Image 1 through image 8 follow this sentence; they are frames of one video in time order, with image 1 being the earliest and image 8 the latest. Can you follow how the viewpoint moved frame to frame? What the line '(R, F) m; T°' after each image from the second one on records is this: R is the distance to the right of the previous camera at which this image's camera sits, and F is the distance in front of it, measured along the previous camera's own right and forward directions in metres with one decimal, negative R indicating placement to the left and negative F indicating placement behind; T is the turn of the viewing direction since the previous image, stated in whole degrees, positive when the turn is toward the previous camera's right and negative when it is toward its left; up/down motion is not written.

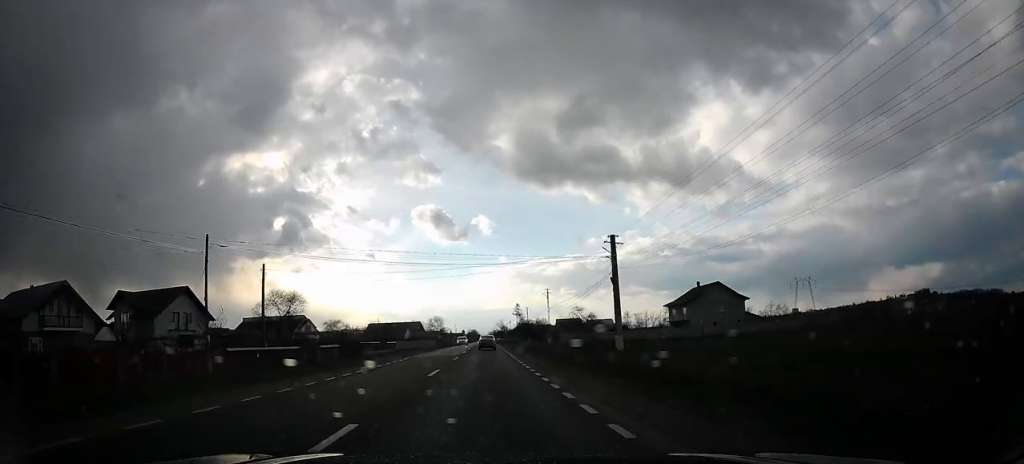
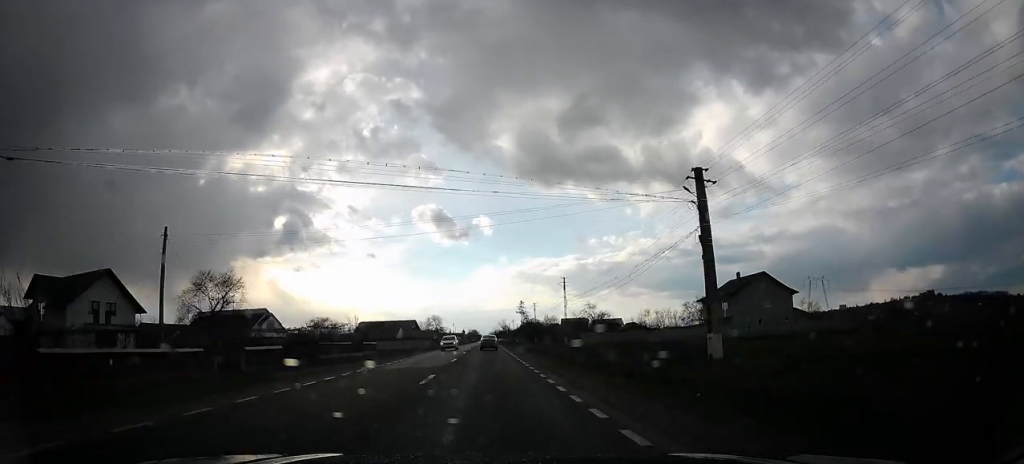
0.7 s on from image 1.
(+0.1, +14.7) m; -1°
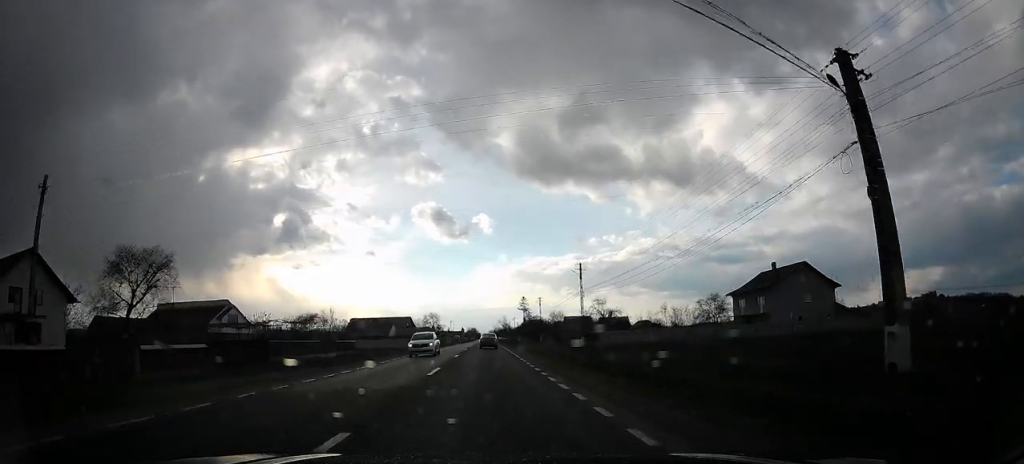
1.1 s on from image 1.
(0.0, +10.4) m; -1°
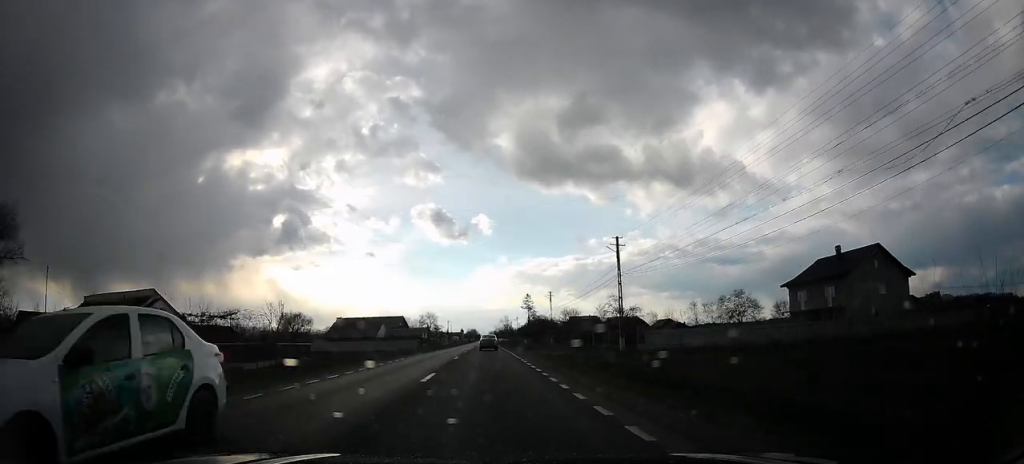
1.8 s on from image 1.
(-0.3, +14.1) m; -1°
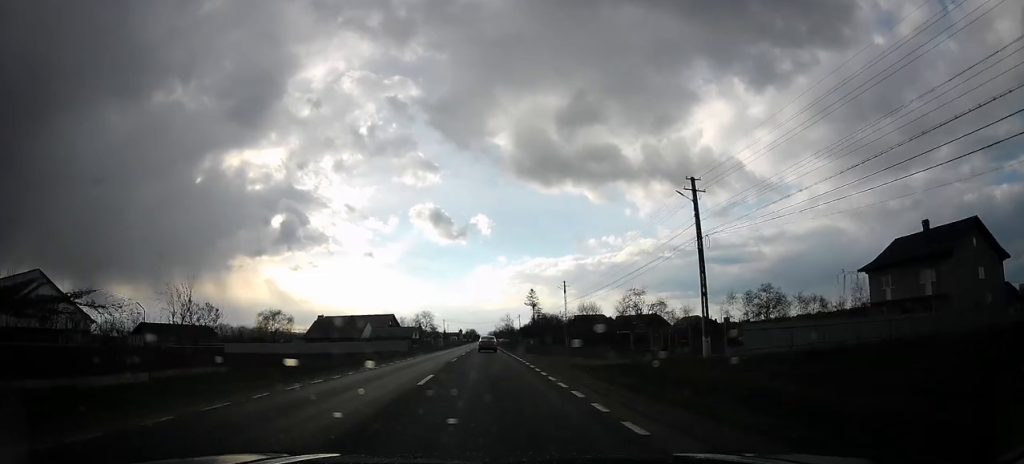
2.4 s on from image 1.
(0.0, +14.2) m; 0°
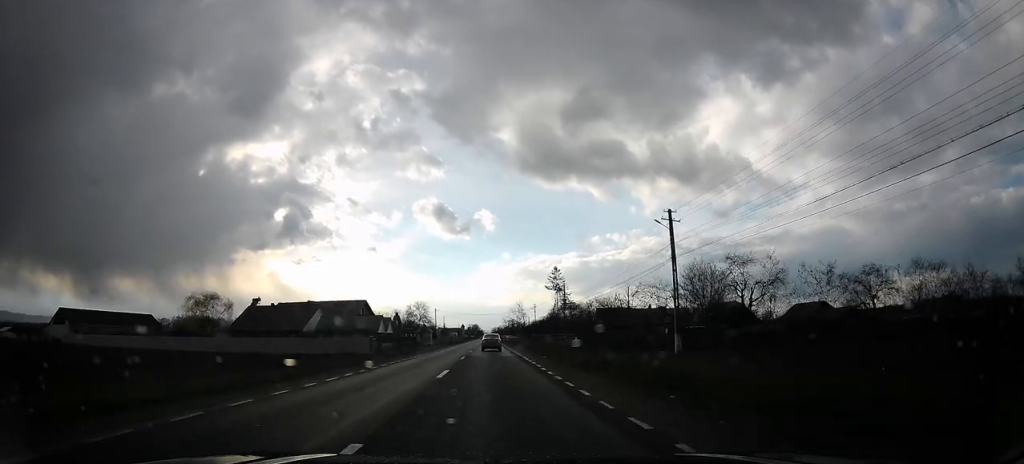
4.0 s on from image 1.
(-0.1, +34.9) m; 0°
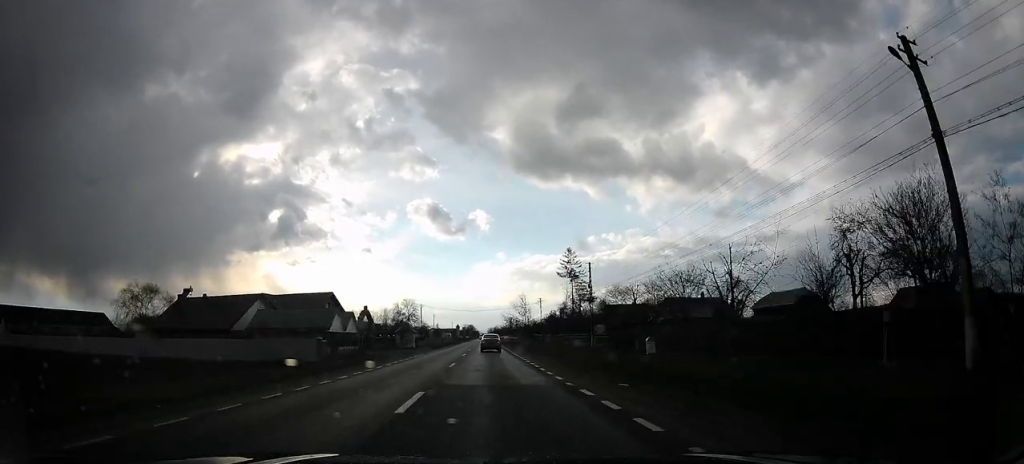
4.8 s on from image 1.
(+0.1, +19.1) m; +1°
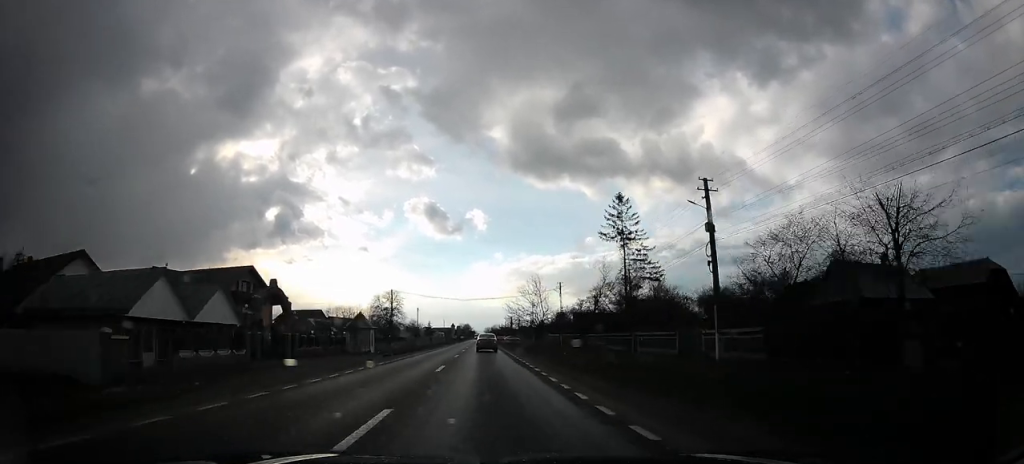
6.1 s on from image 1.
(+0.2, +27.3) m; +1°
